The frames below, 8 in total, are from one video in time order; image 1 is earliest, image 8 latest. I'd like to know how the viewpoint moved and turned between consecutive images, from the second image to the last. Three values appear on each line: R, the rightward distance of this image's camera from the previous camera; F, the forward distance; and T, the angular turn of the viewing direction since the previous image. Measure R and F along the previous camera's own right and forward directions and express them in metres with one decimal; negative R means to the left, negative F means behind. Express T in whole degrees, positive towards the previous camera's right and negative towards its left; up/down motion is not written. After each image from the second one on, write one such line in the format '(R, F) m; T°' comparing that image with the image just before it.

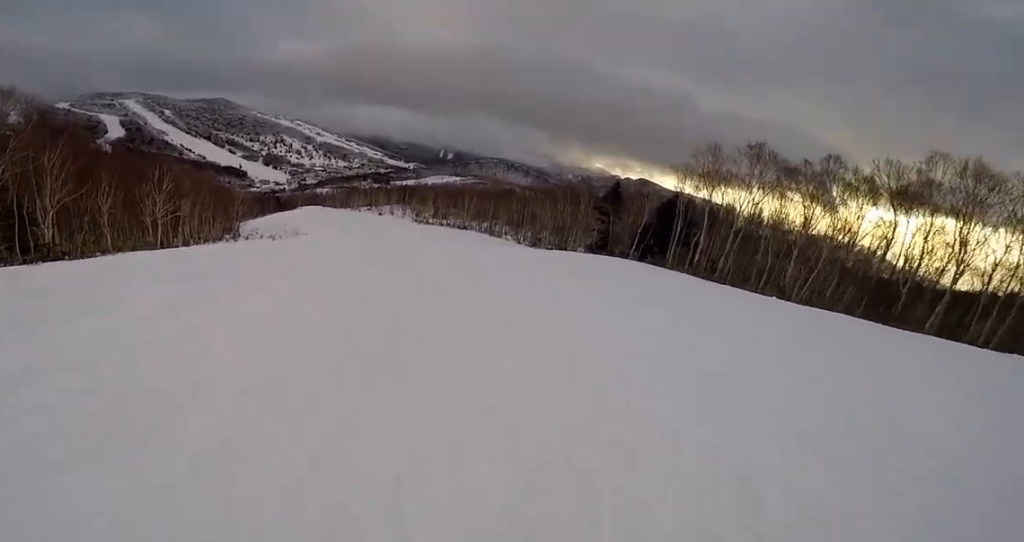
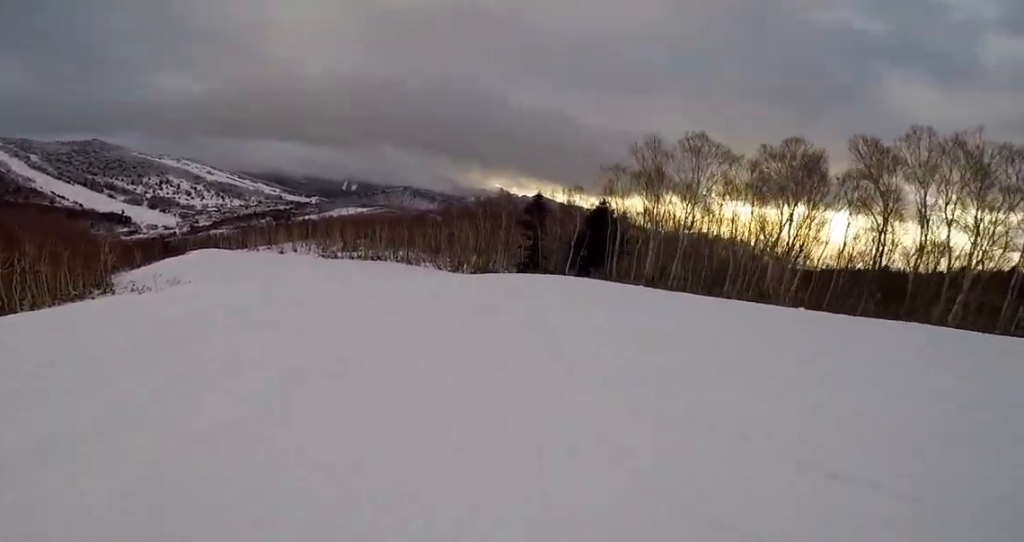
(+0.4, +6.6) m; +9°
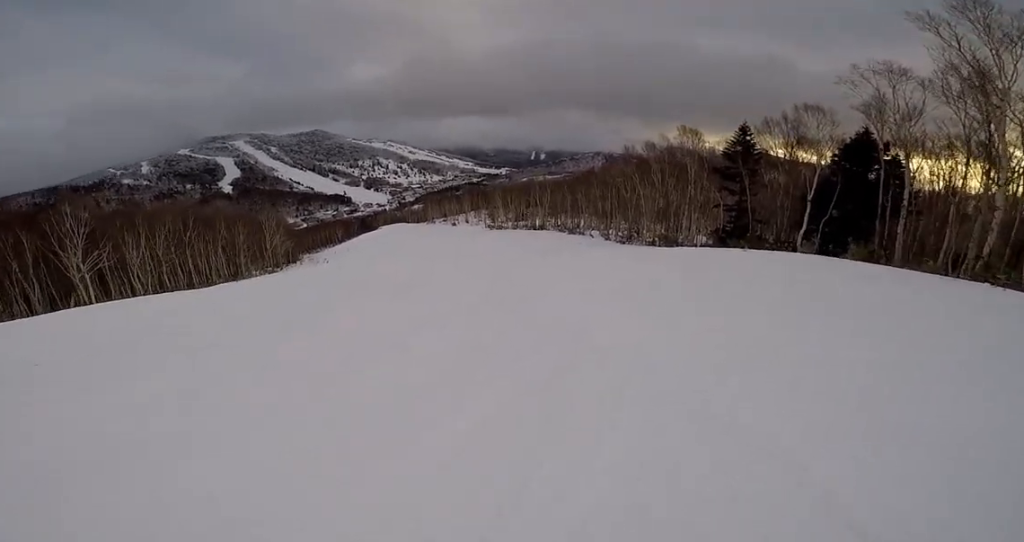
(-1.4, +13.3) m; -36°
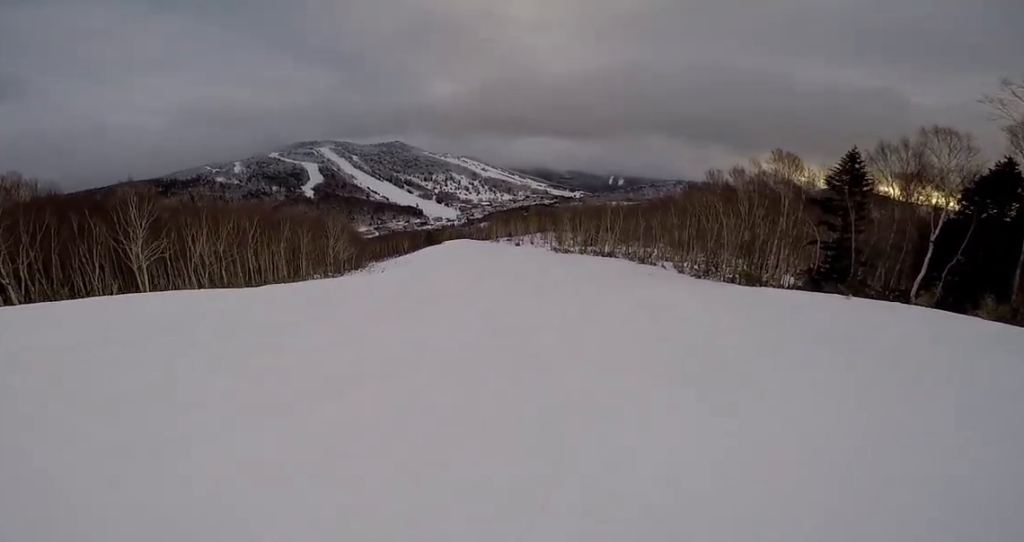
(-0.6, +2.5) m; -13°
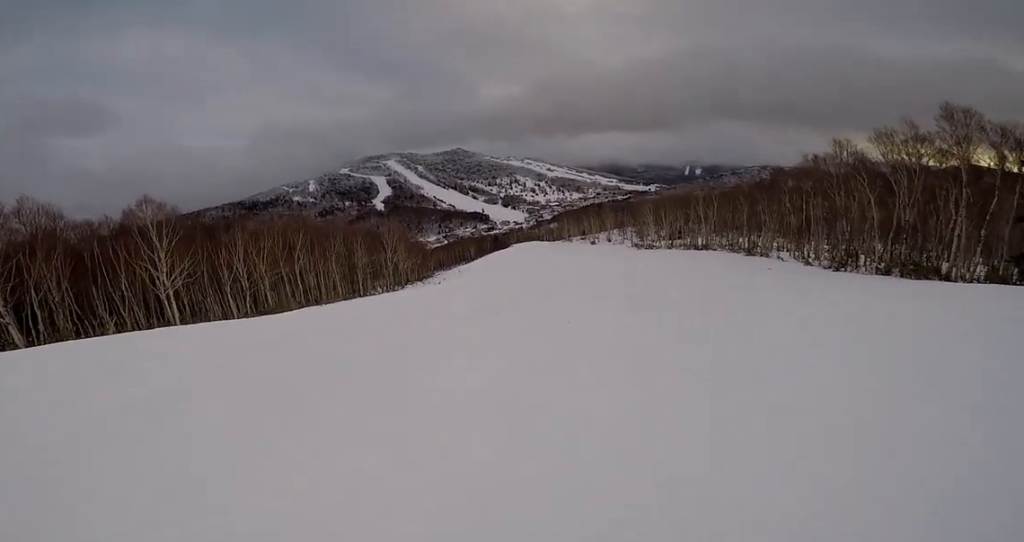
(-1.5, +7.1) m; -16°
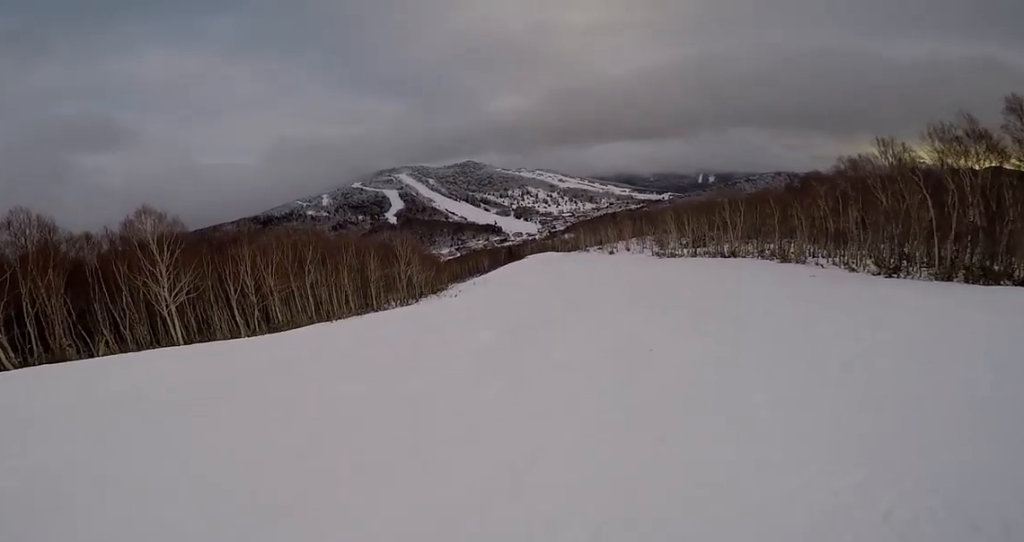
(0.0, +2.6) m; +7°
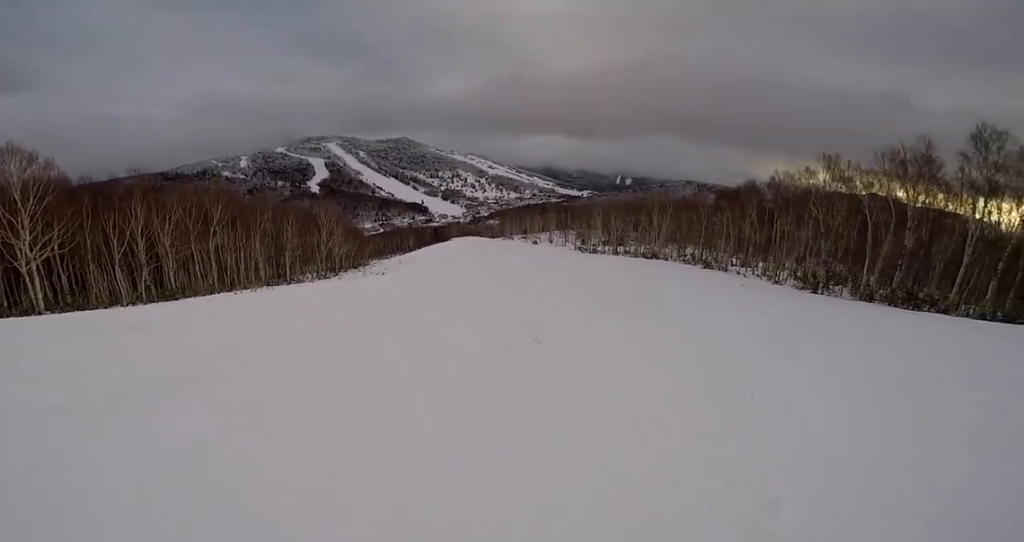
(-0.5, +3.3) m; +9°
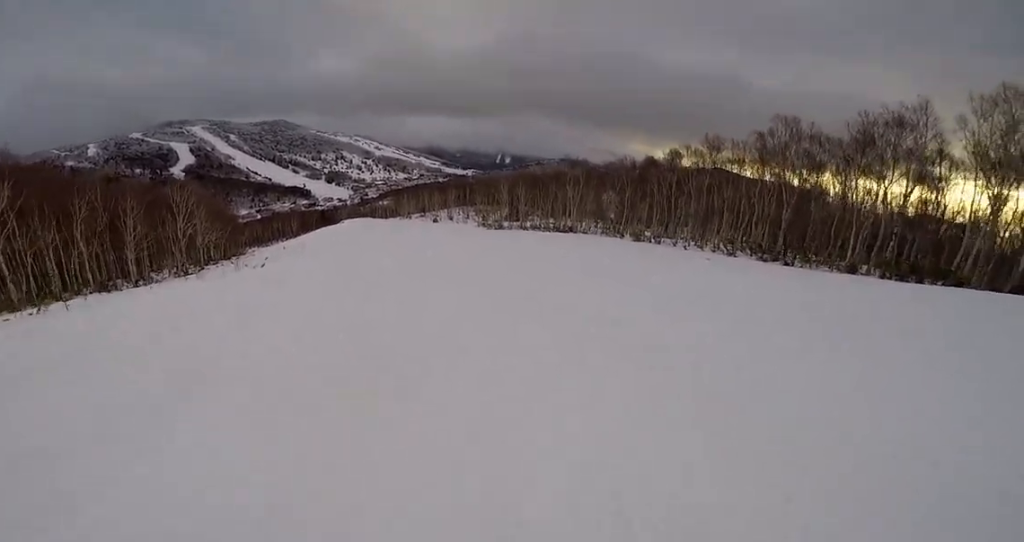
(+3.4, +7.7) m; +37°
